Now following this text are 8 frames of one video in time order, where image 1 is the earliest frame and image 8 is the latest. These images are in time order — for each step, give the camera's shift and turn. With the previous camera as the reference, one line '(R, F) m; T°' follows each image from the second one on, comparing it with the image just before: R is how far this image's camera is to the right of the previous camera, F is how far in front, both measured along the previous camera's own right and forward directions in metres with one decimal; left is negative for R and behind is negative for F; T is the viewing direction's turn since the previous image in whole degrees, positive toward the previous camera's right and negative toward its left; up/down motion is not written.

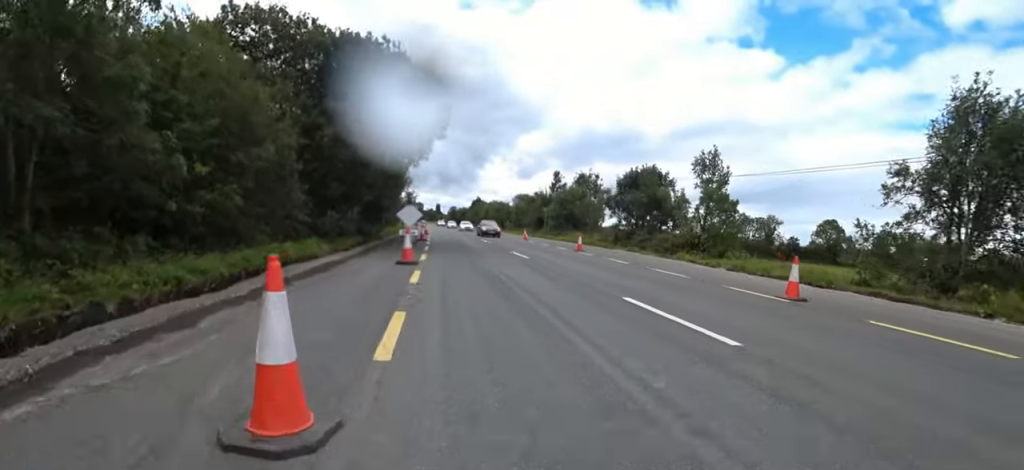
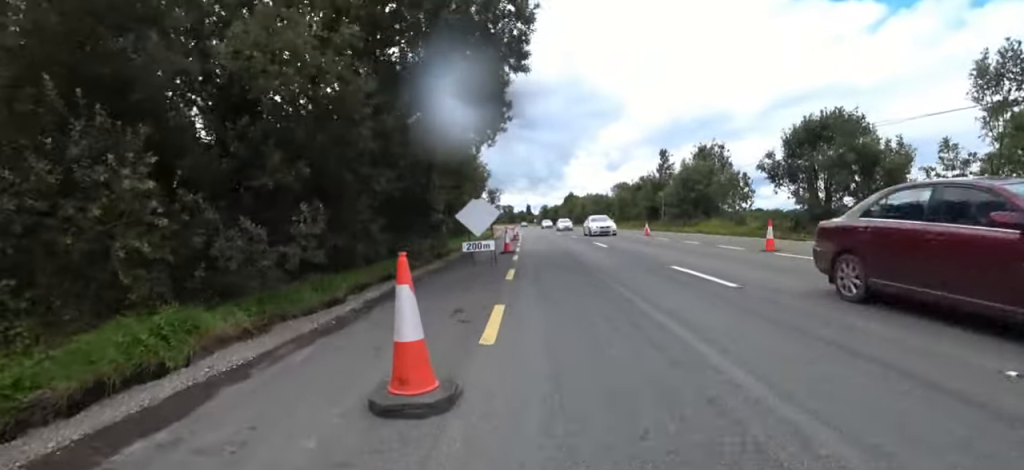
(-1.1, +9.6) m; -13°
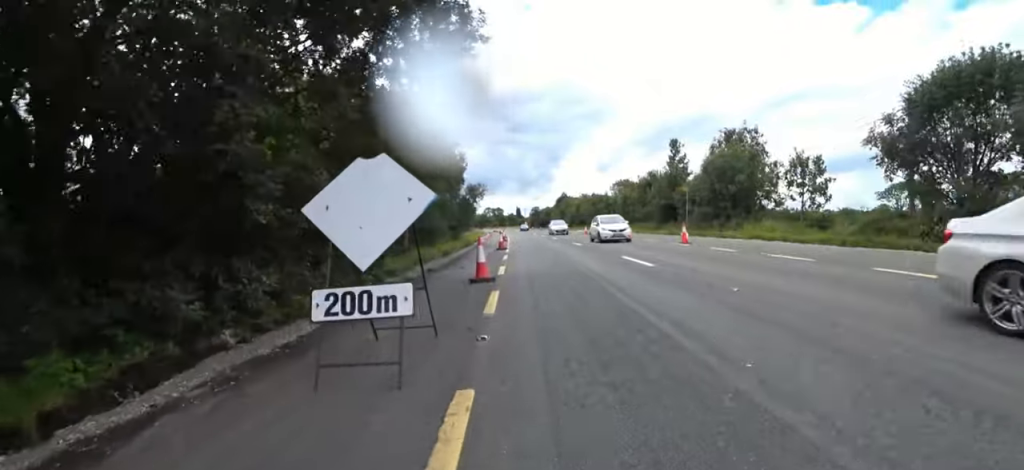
(-0.8, +8.4) m; +5°
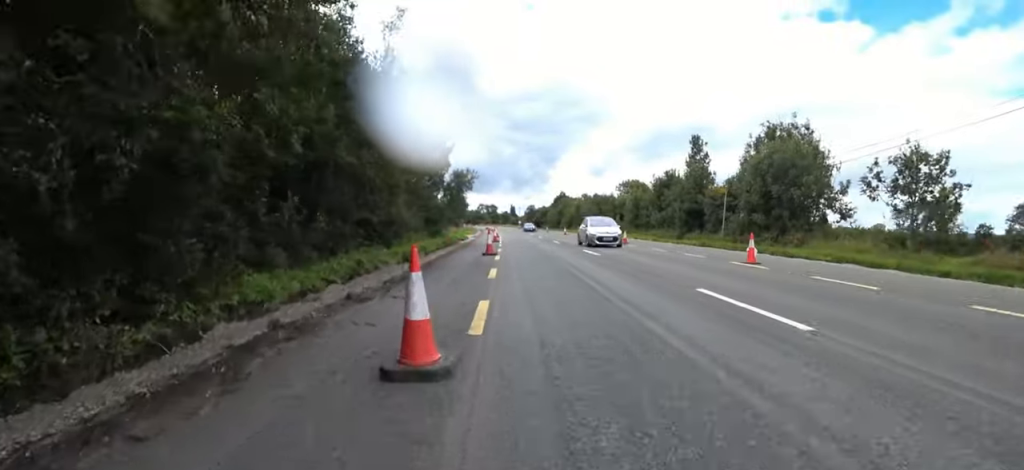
(+1.4, +6.2) m; +1°
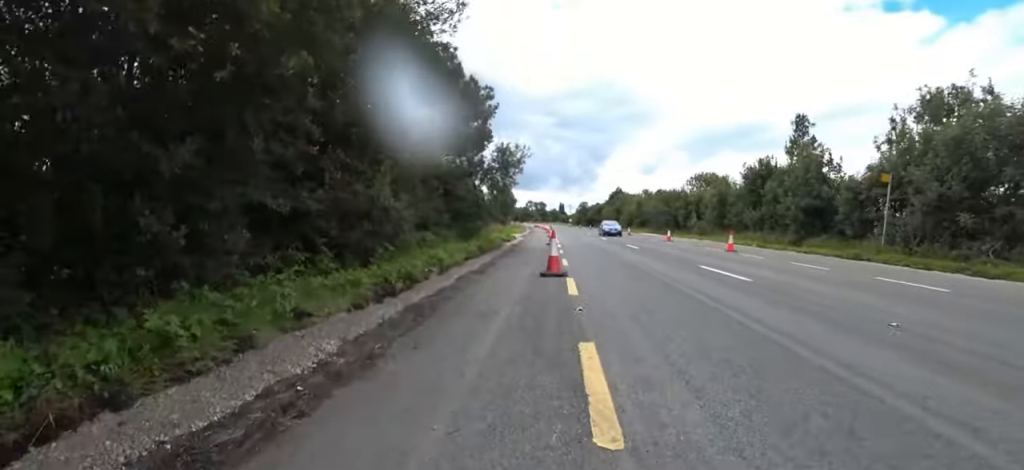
(-1.3, +7.2) m; -7°
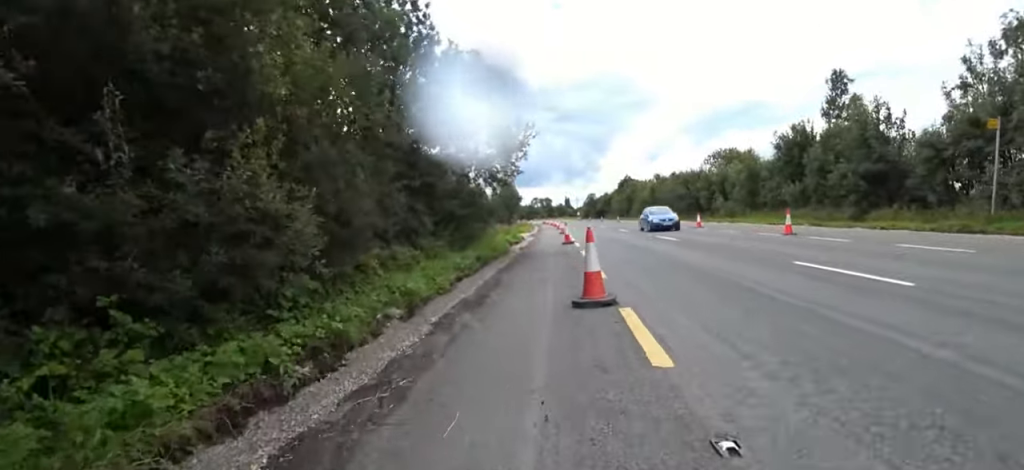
(+0.4, +3.6) m; 0°
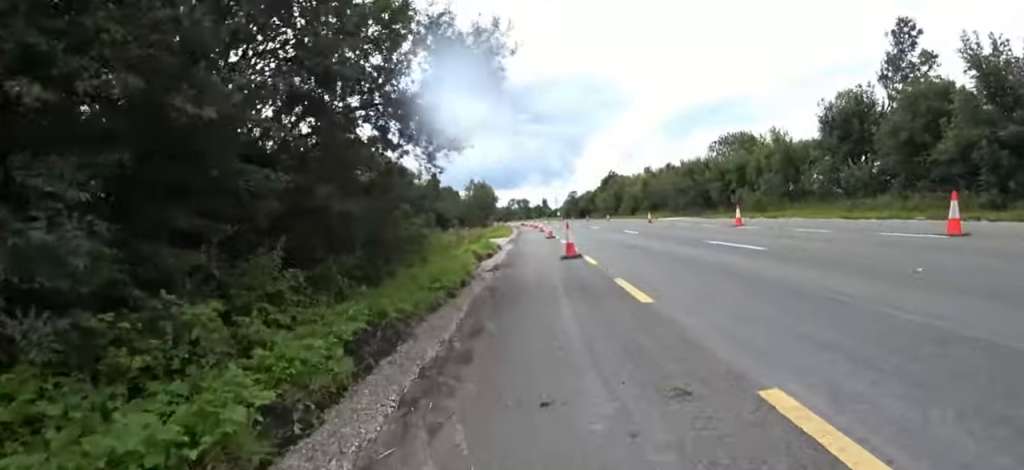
(-0.2, +7.6) m; -1°
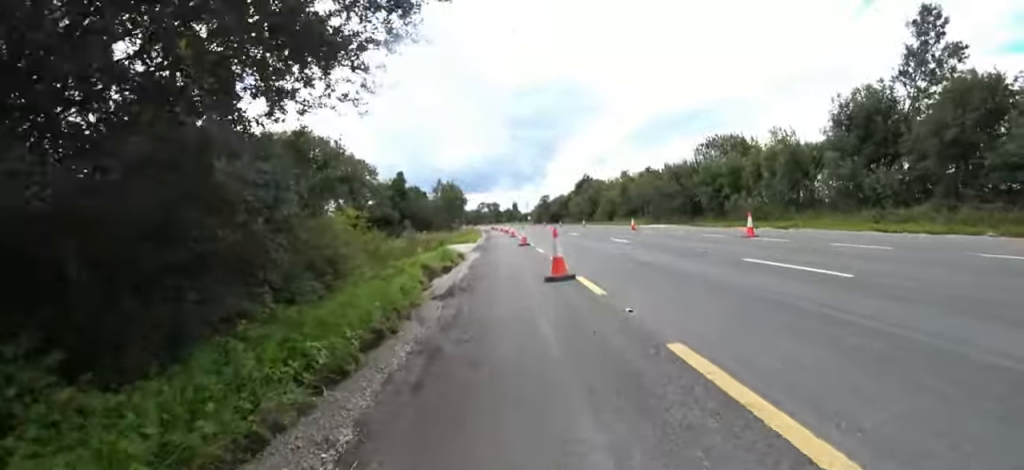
(0.0, +3.8) m; +2°
